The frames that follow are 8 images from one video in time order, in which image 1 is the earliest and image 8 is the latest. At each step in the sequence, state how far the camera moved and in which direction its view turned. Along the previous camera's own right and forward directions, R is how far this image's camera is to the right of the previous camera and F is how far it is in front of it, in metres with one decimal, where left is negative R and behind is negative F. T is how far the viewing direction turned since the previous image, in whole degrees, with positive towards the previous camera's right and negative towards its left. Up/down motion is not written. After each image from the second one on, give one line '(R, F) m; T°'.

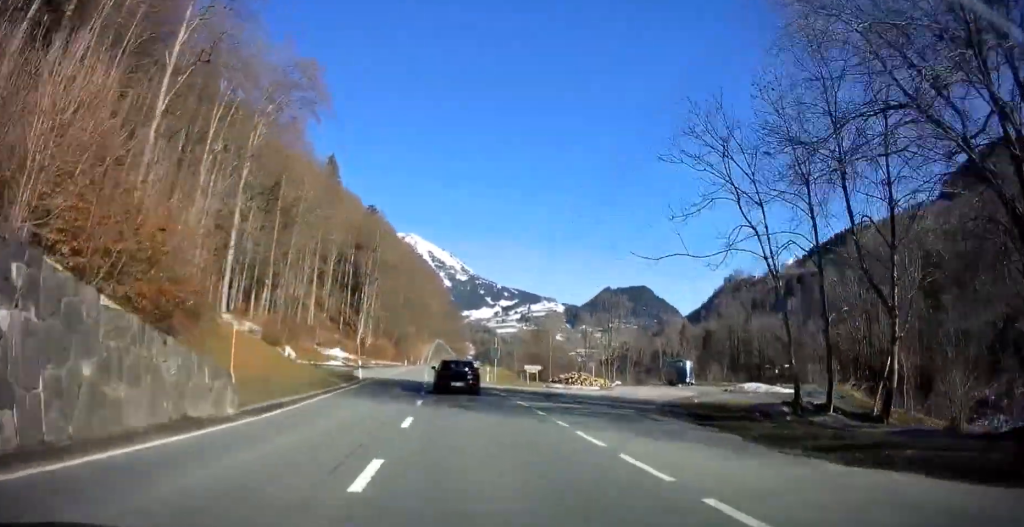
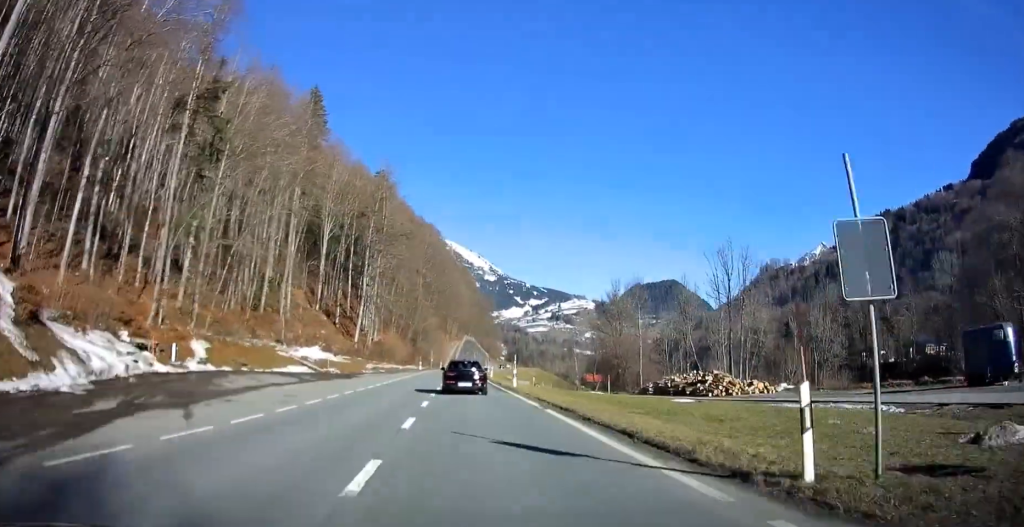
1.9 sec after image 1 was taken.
(-1.5, +36.7) m; -4°
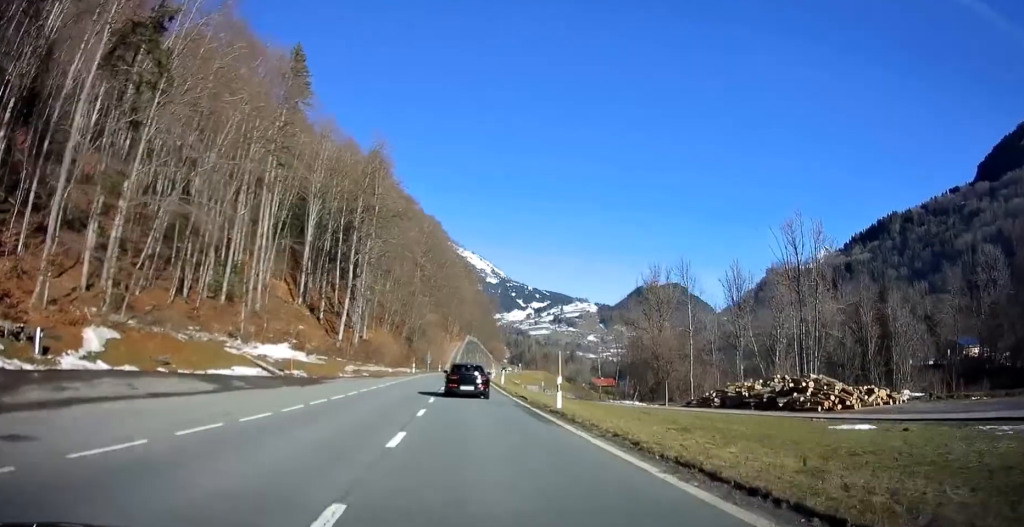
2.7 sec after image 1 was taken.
(-0.1, +13.9) m; 0°
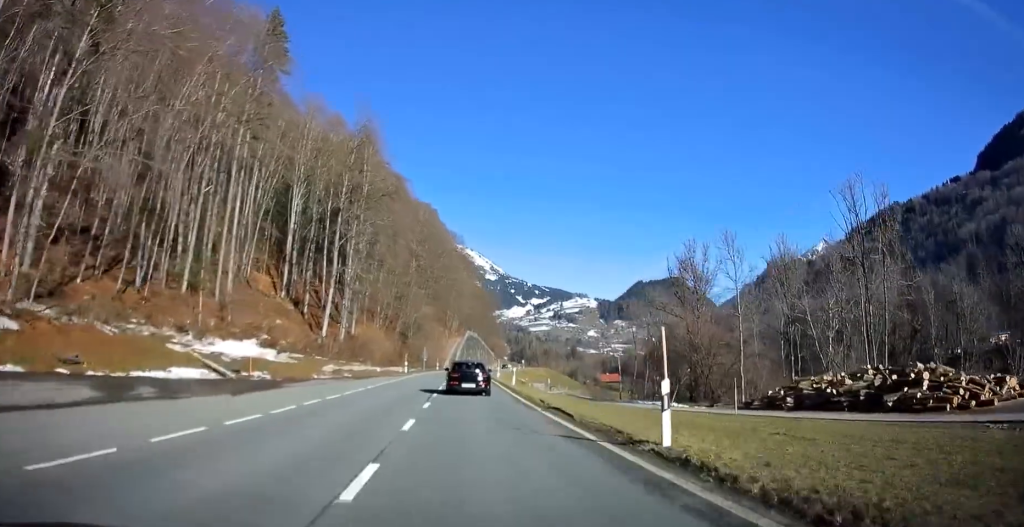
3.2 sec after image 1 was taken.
(0.0, +10.1) m; 0°
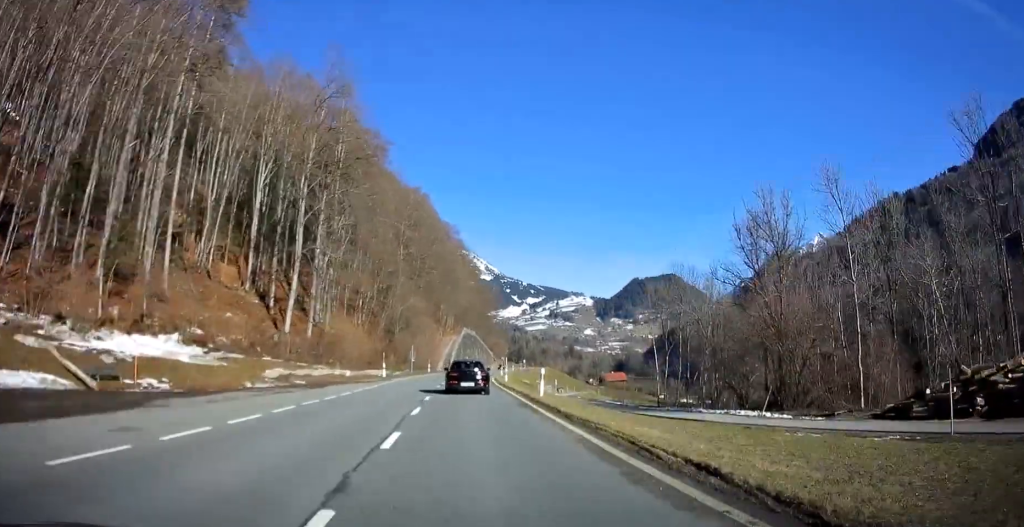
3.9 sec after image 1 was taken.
(0.0, +14.0) m; 0°
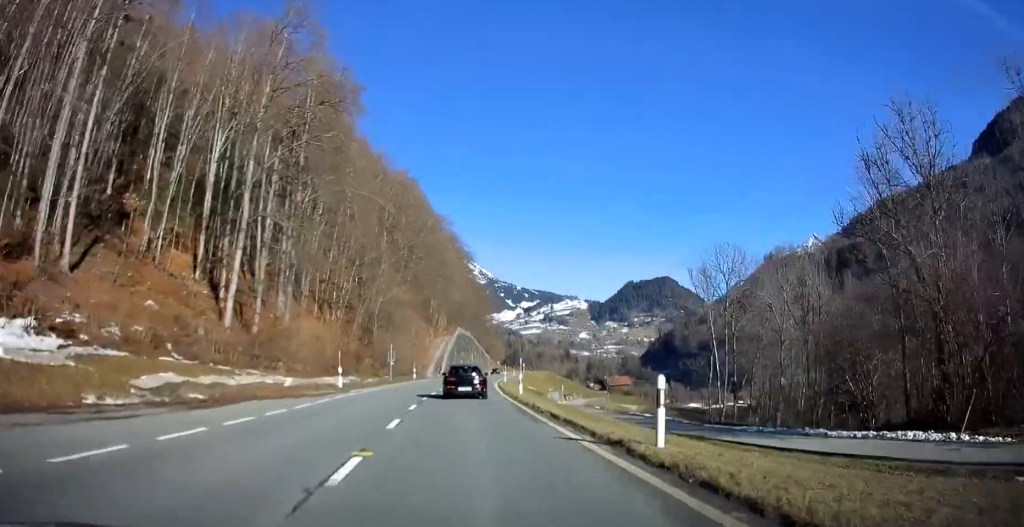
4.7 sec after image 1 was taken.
(0.0, +14.6) m; 0°
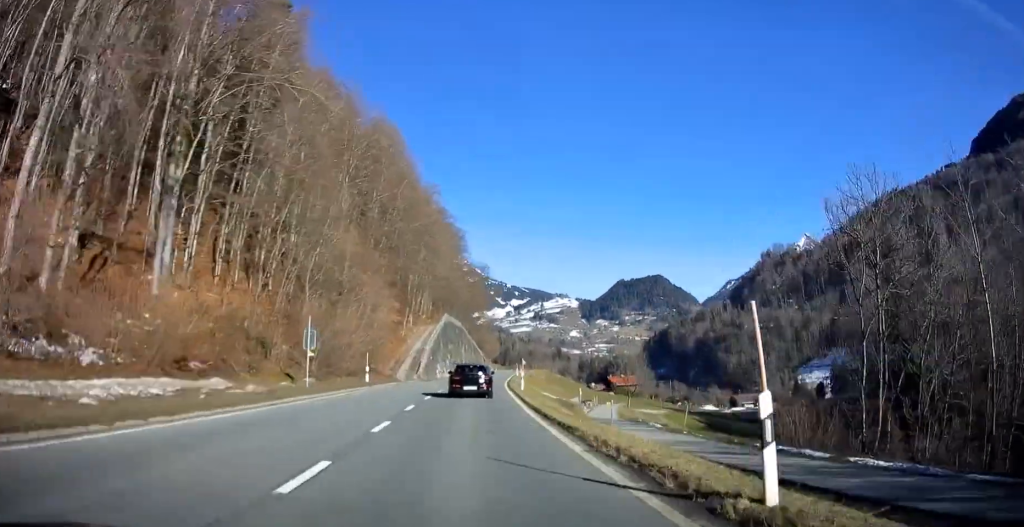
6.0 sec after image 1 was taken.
(+0.2, +24.4) m; +1°
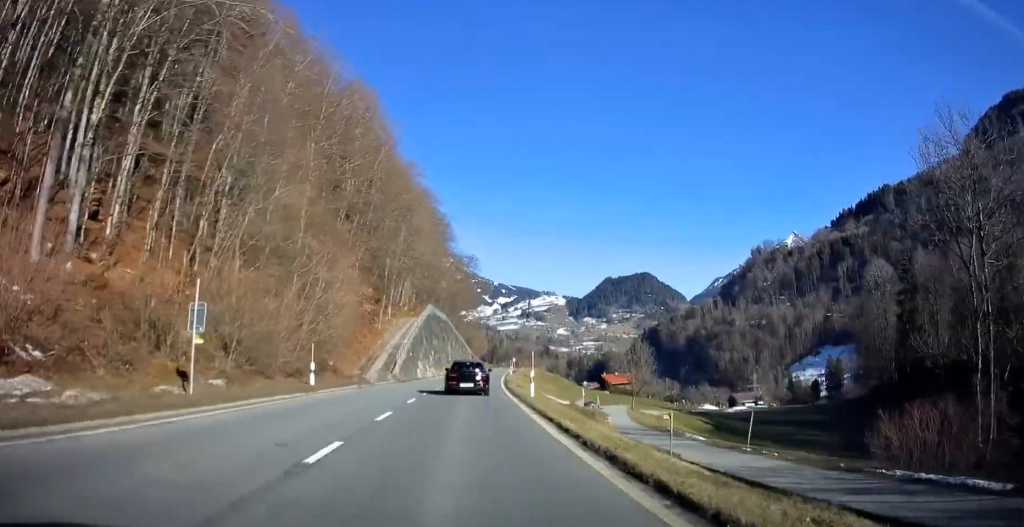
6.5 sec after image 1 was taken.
(0.0, +10.4) m; +1°
